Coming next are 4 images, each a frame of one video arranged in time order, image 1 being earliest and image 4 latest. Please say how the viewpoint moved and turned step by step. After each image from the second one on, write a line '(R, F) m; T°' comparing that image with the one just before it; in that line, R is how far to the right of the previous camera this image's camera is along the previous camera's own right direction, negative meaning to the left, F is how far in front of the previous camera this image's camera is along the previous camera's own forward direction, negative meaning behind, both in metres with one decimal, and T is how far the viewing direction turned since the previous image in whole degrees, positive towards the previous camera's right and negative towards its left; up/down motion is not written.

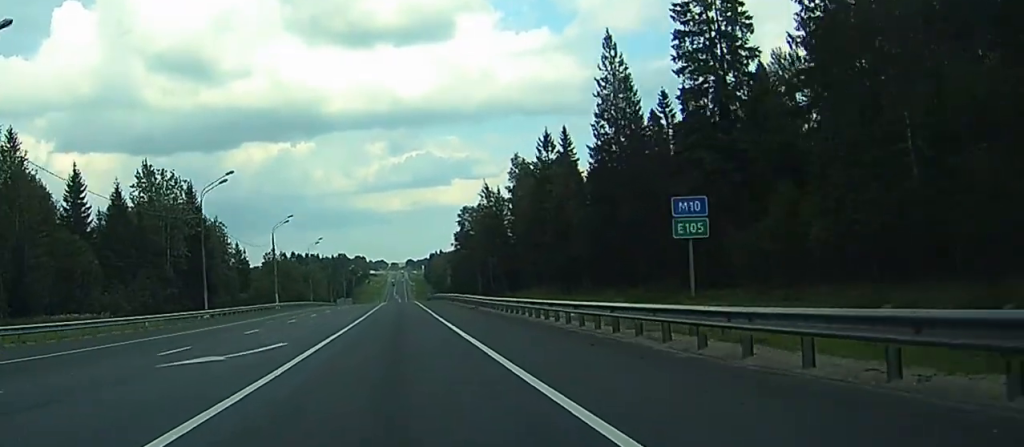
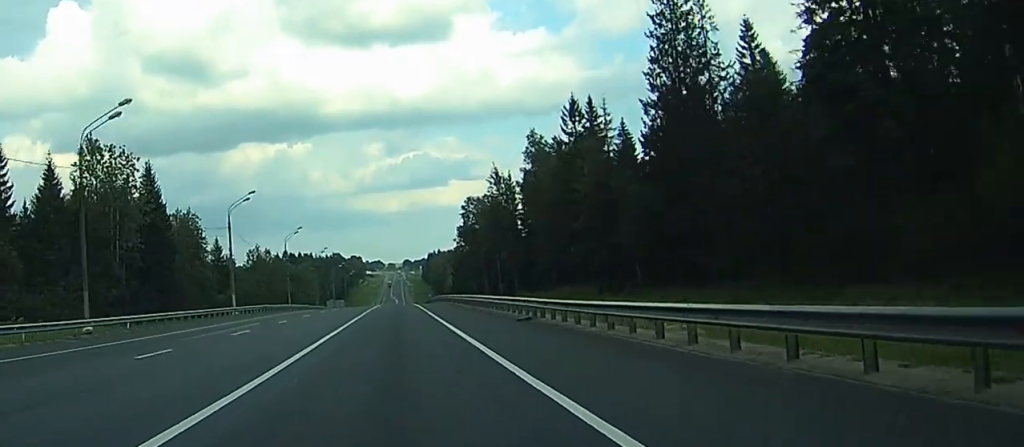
(0.0, +24.9) m; 0°
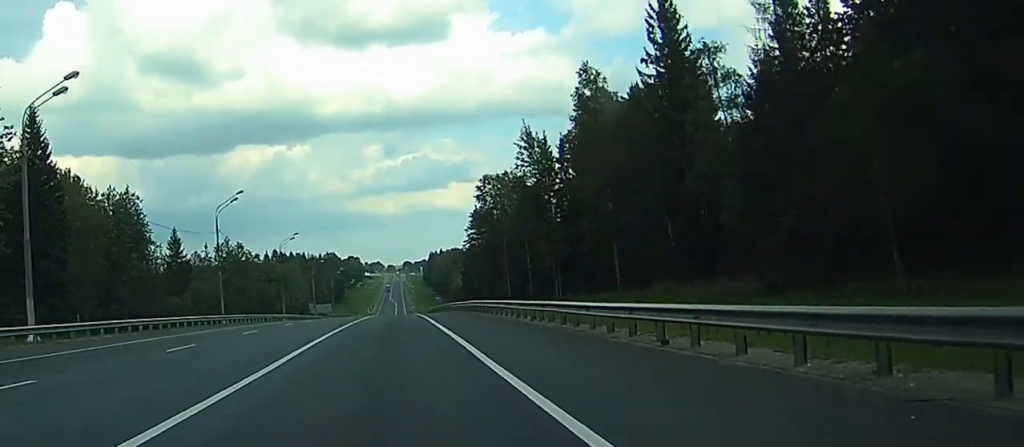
(-0.1, +43.8) m; 0°
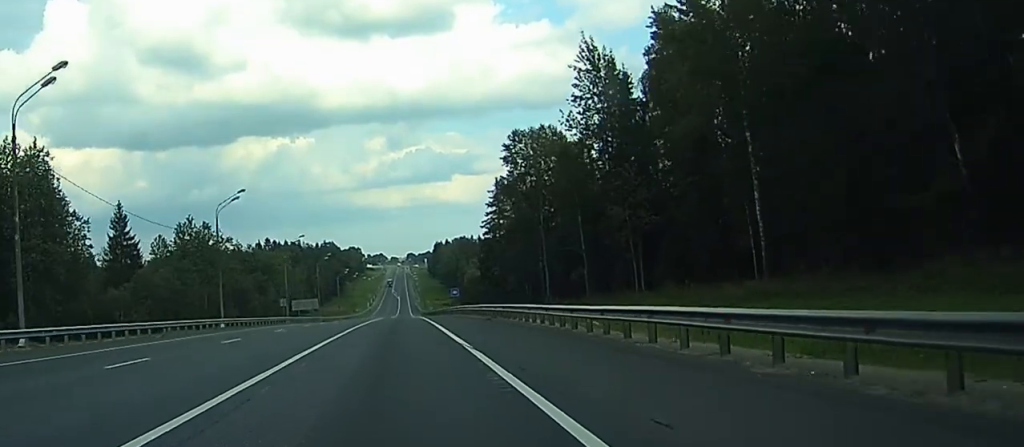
(+0.1, +41.3) m; 0°
